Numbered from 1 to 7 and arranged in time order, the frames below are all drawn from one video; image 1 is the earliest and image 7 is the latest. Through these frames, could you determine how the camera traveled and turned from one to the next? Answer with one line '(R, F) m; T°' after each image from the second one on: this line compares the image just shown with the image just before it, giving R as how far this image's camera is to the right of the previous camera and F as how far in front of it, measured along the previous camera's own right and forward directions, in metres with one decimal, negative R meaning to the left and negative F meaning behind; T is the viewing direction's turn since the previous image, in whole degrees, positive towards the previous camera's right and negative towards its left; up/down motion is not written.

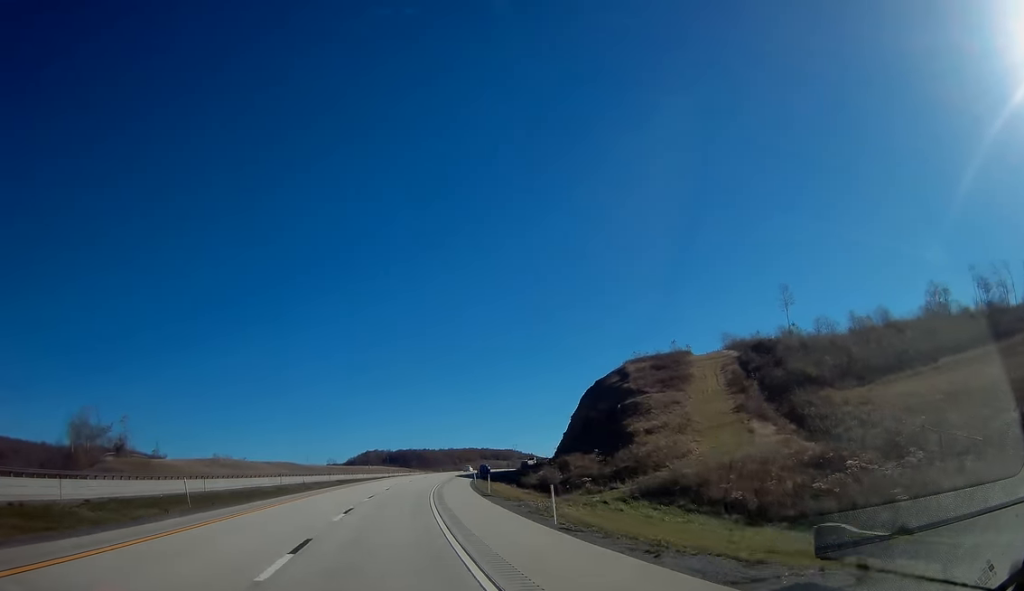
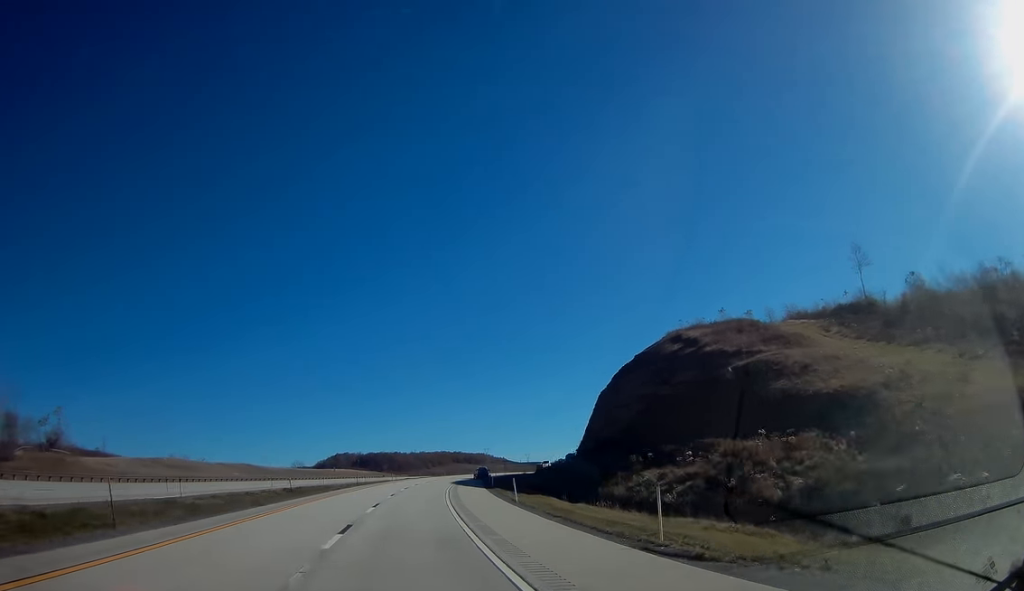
(+1.1, +31.5) m; +3°
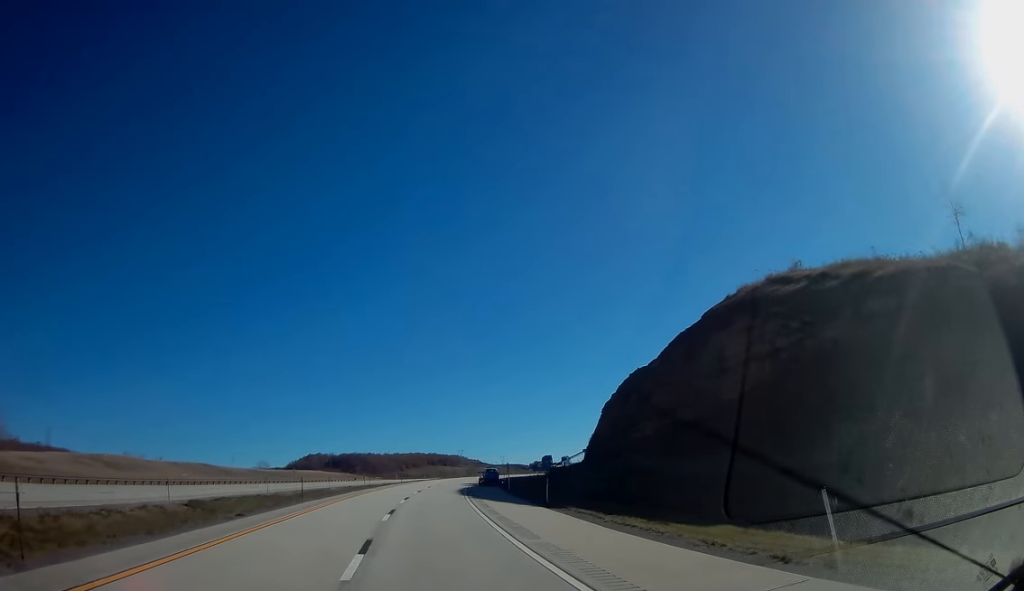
(+0.5, +28.4) m; +3°
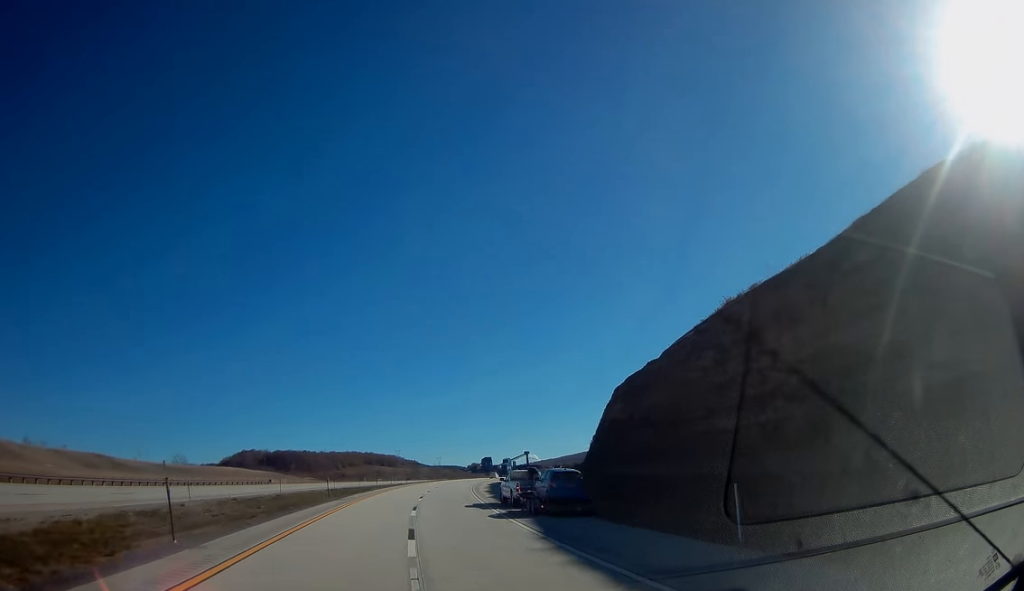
(+2.0, +44.8) m; +5°
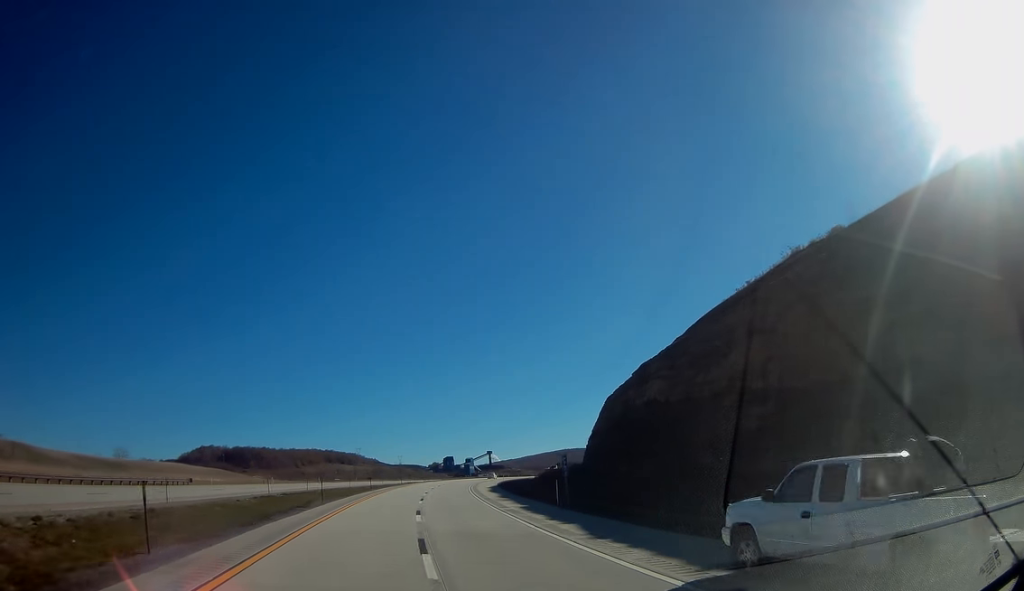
(+0.9, +27.1) m; +4°
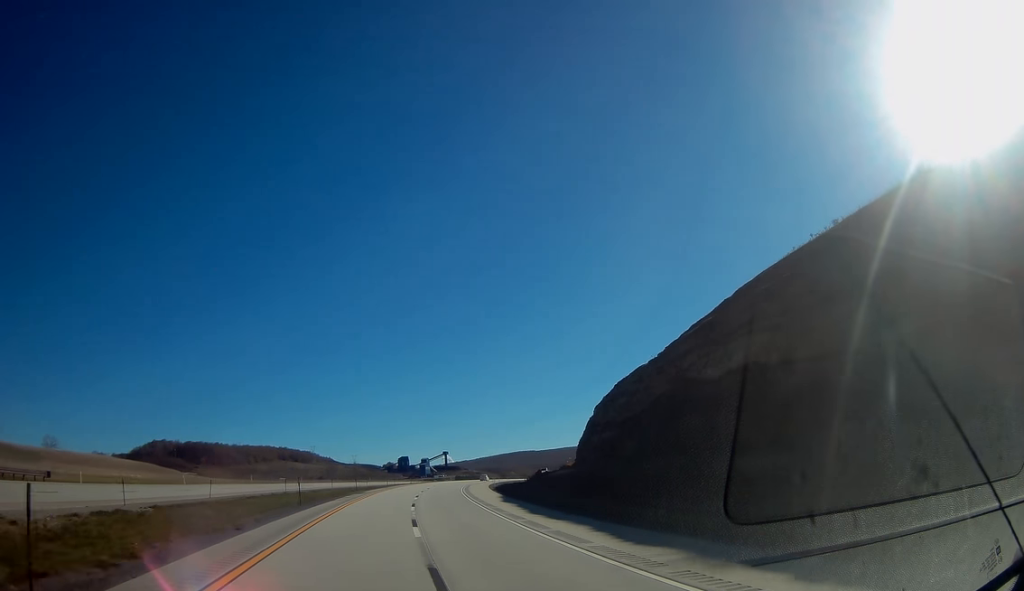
(+0.9, +29.0) m; +4°
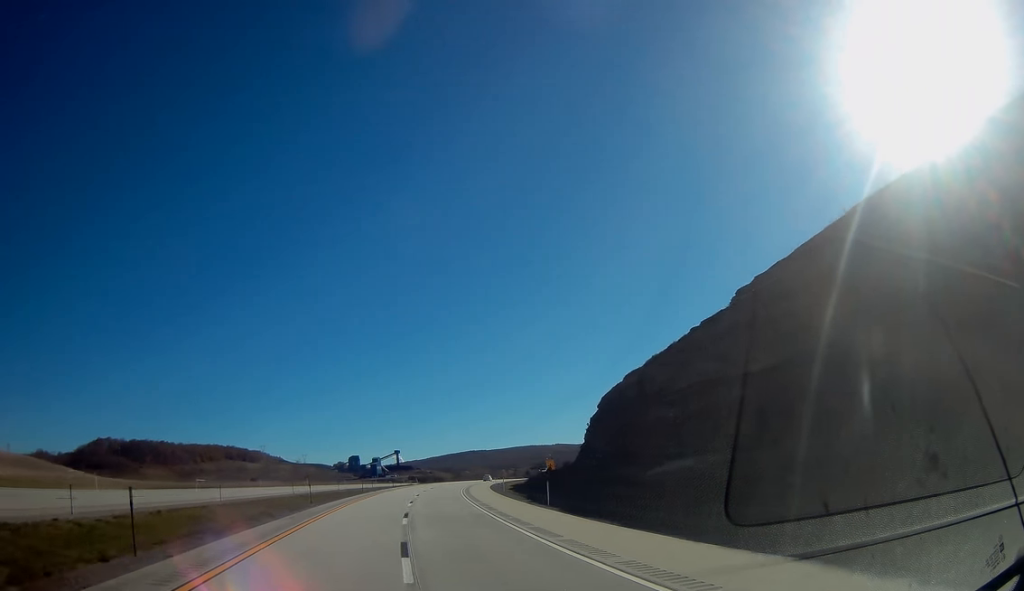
(+2.0, +43.5) m; +5°
